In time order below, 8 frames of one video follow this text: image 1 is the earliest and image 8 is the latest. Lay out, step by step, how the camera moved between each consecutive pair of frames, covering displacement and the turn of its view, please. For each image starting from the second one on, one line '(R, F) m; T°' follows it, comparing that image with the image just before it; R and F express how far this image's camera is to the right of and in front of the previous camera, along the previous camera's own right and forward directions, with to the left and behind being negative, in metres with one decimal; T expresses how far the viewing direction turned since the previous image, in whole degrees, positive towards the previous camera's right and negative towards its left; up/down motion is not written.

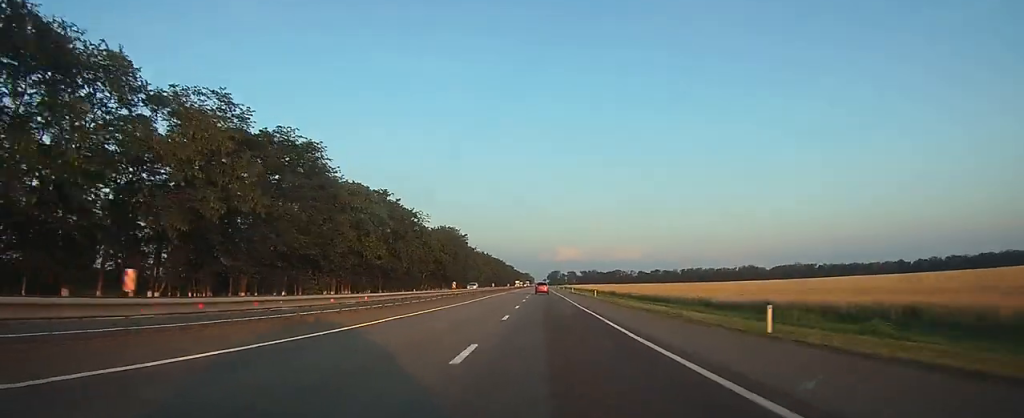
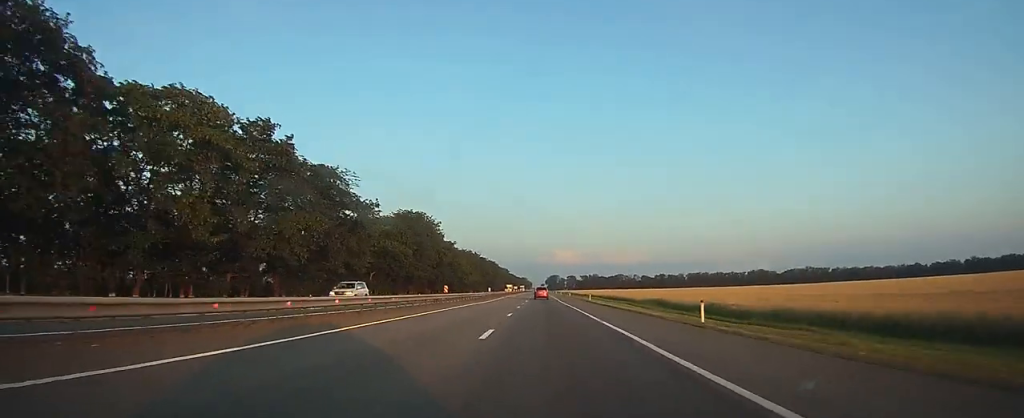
(-0.1, +43.3) m; 0°
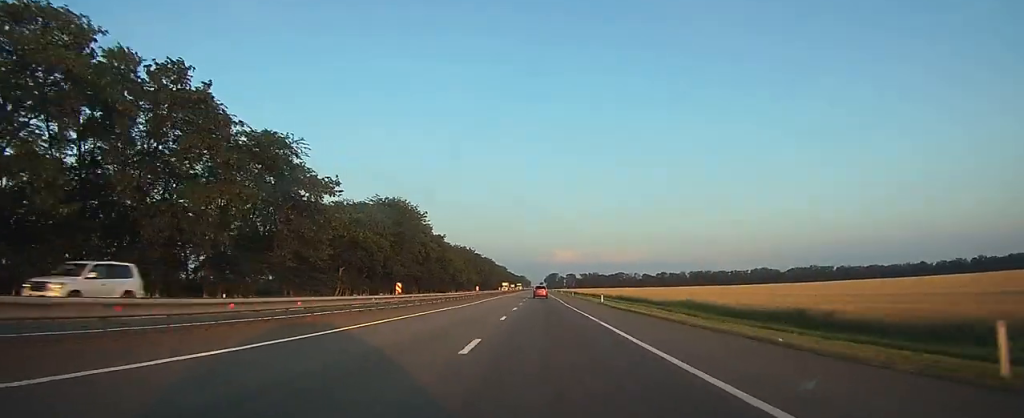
(0.0, +15.1) m; 0°
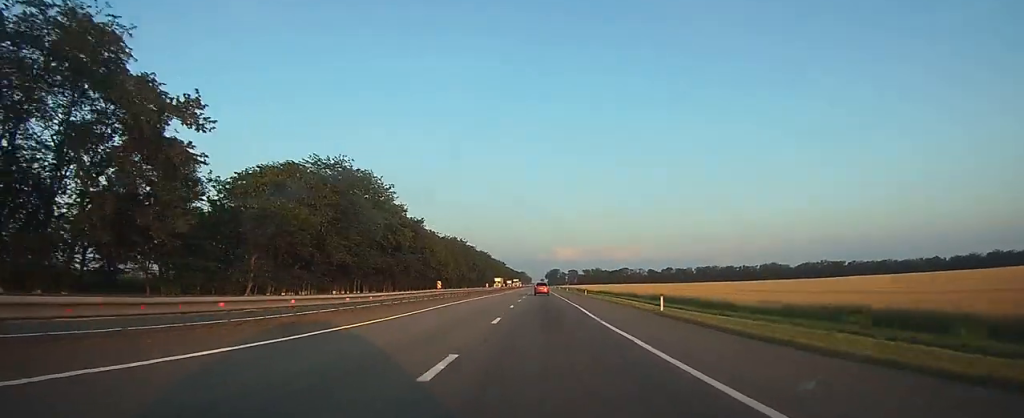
(0.0, +27.3) m; 0°
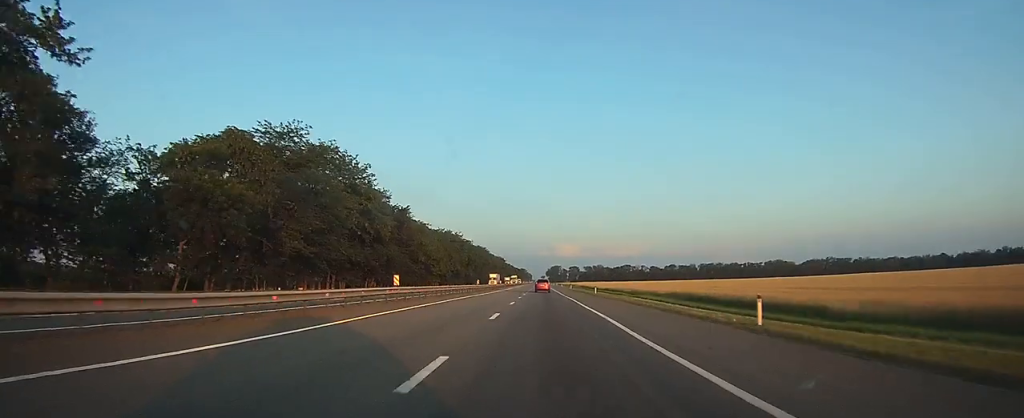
(0.0, +13.2) m; 0°
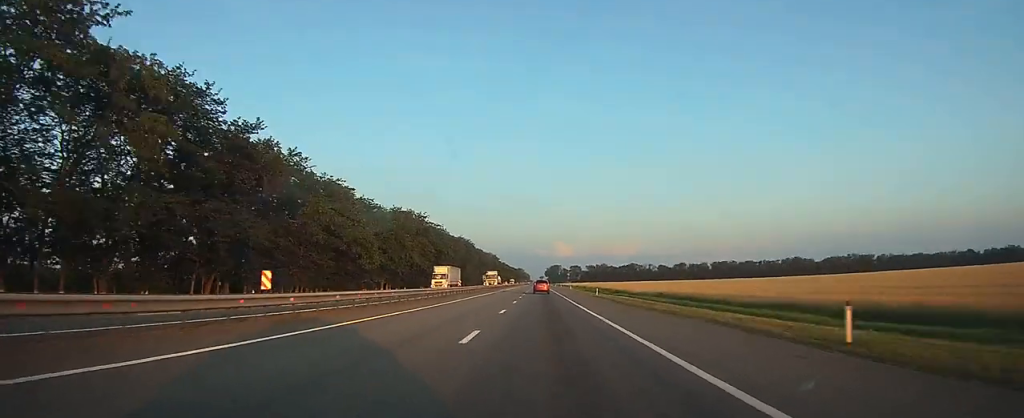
(+0.1, +54.6) m; 0°
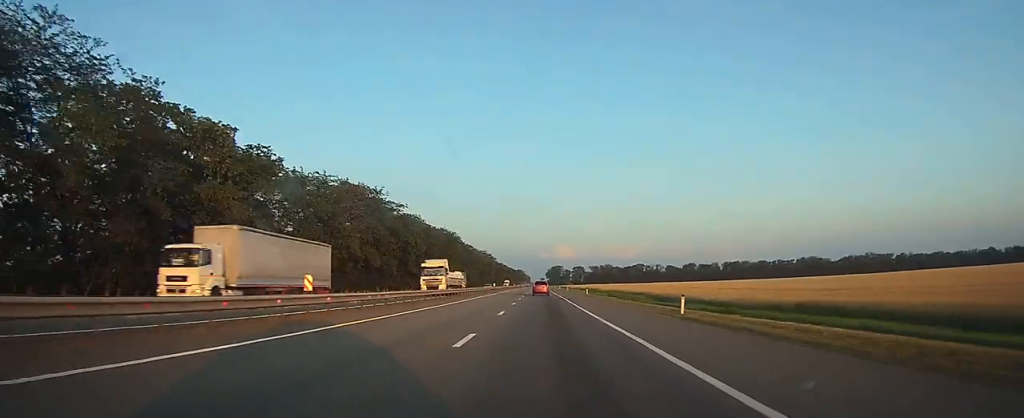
(0.0, +37.0) m; 0°
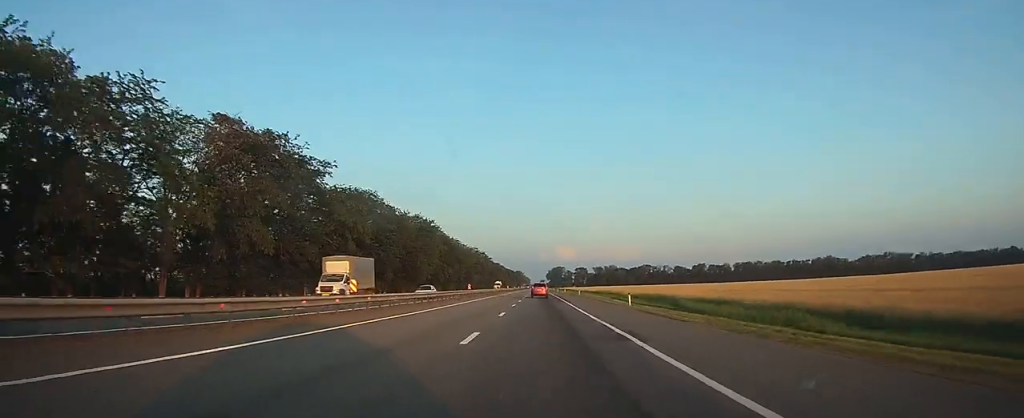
(0.0, +35.6) m; 0°
